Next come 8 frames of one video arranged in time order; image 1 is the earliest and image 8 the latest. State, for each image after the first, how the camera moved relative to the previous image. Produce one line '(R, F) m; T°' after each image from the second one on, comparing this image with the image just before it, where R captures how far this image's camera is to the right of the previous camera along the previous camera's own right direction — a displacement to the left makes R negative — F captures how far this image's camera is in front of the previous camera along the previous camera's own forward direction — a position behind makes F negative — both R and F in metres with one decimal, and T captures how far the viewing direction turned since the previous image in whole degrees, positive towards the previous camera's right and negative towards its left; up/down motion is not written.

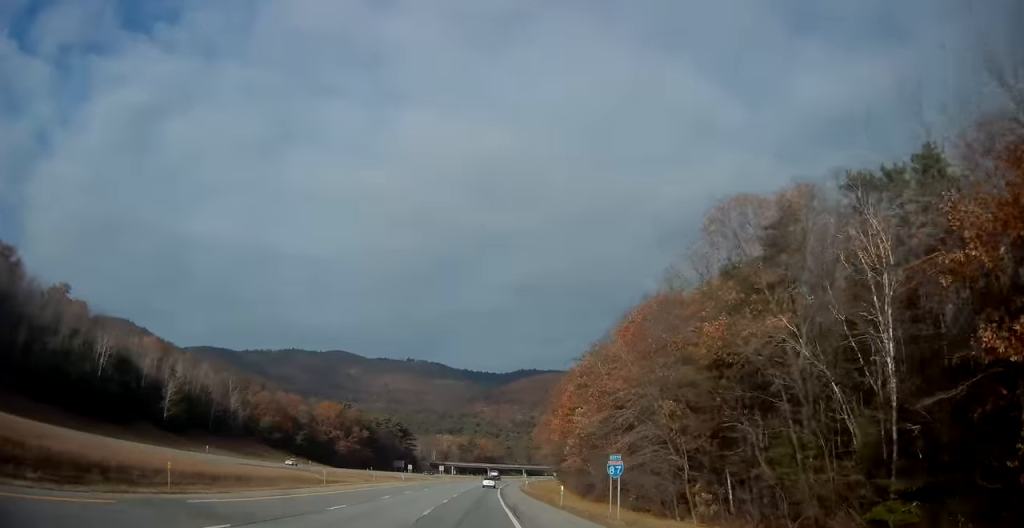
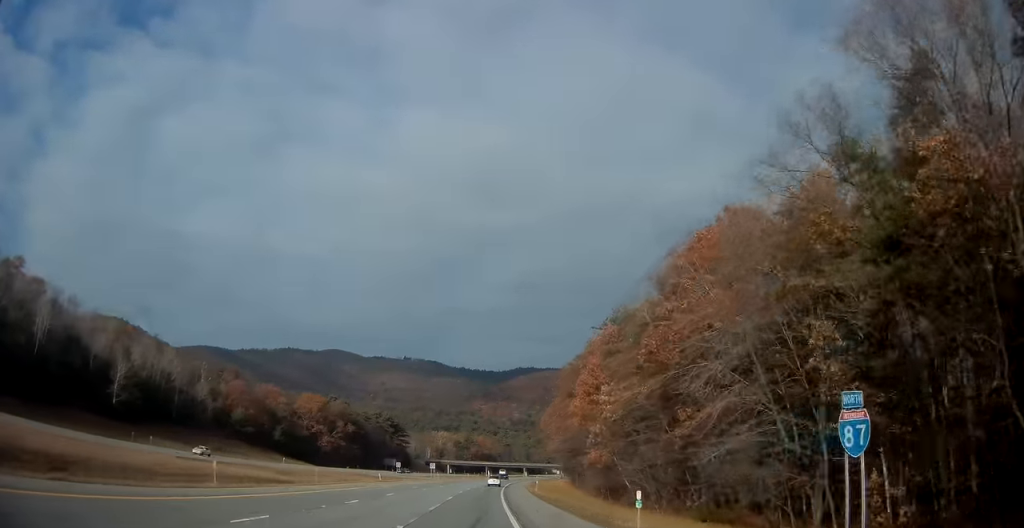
(+0.1, +21.4) m; 0°
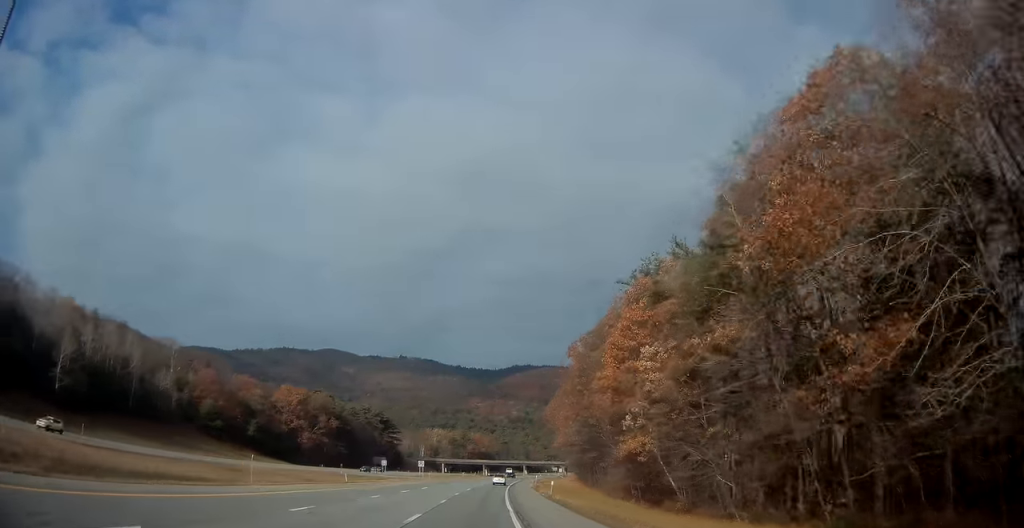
(+0.1, +19.4) m; 0°
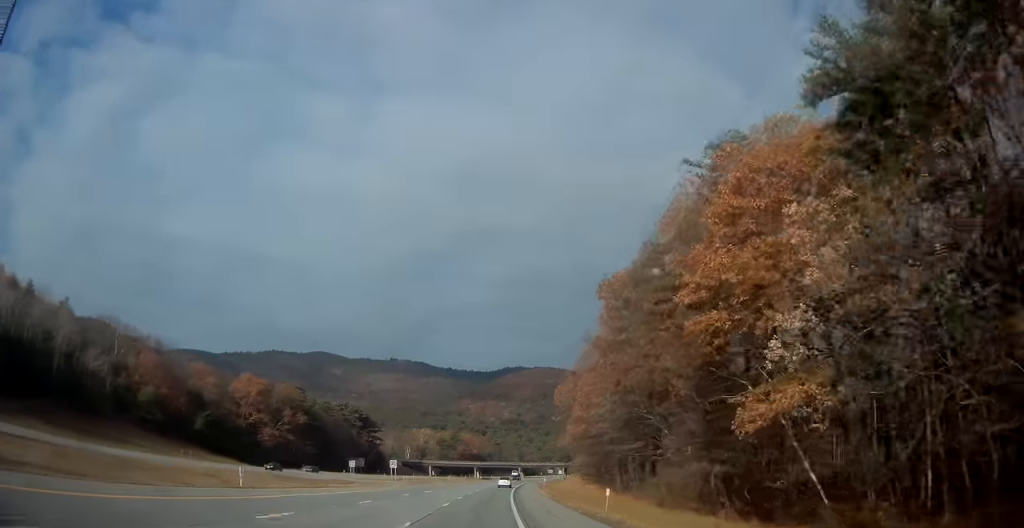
(-0.1, +27.4) m; 0°
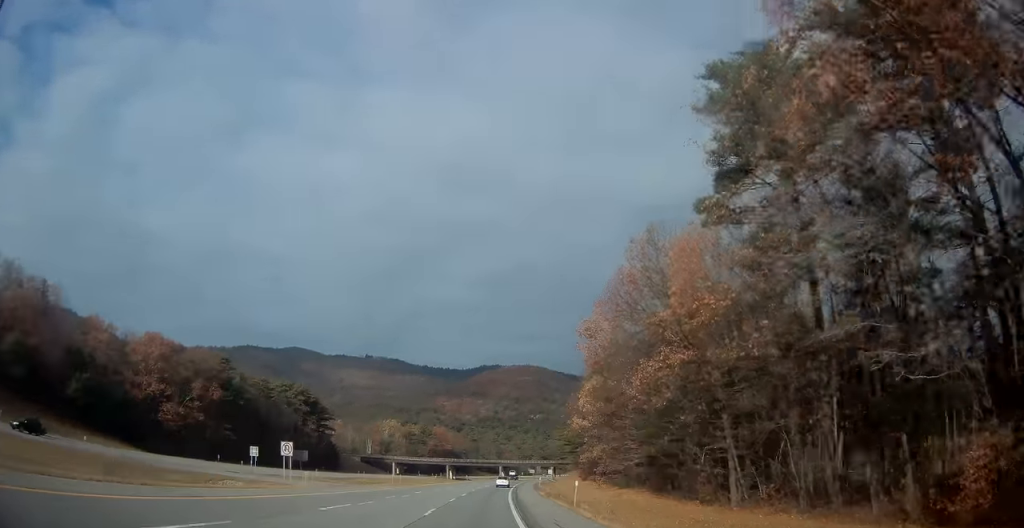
(+0.7, +42.3) m; +2°
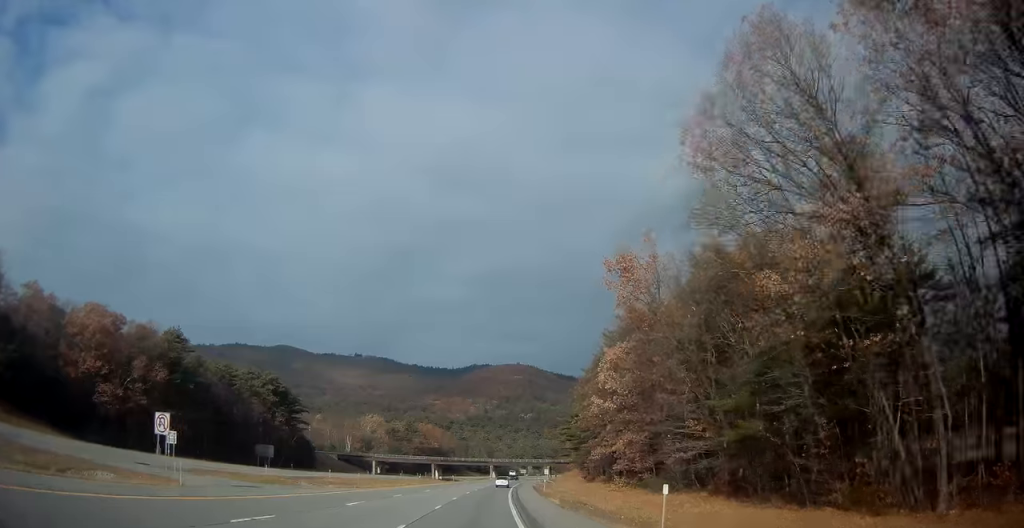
(+0.2, +20.2) m; +1°
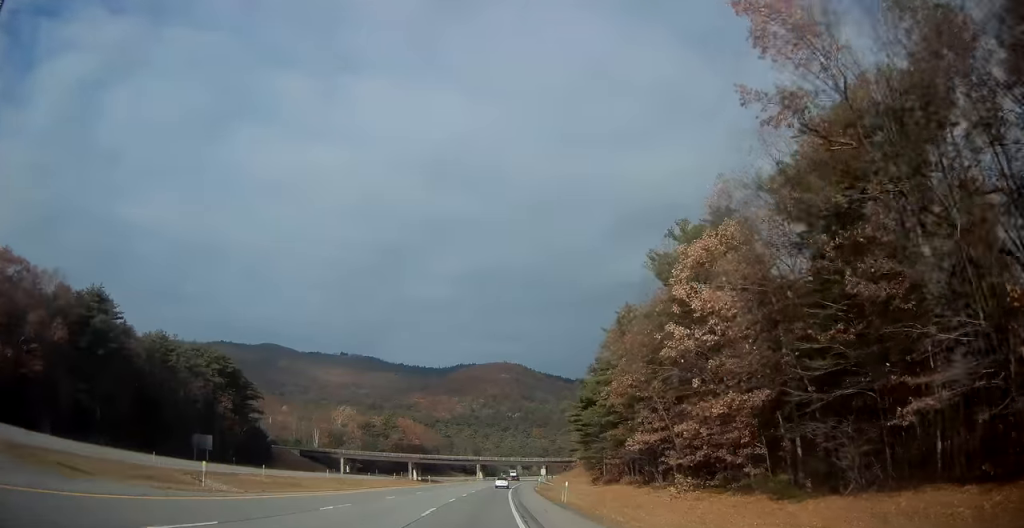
(+0.2, +28.2) m; +1°
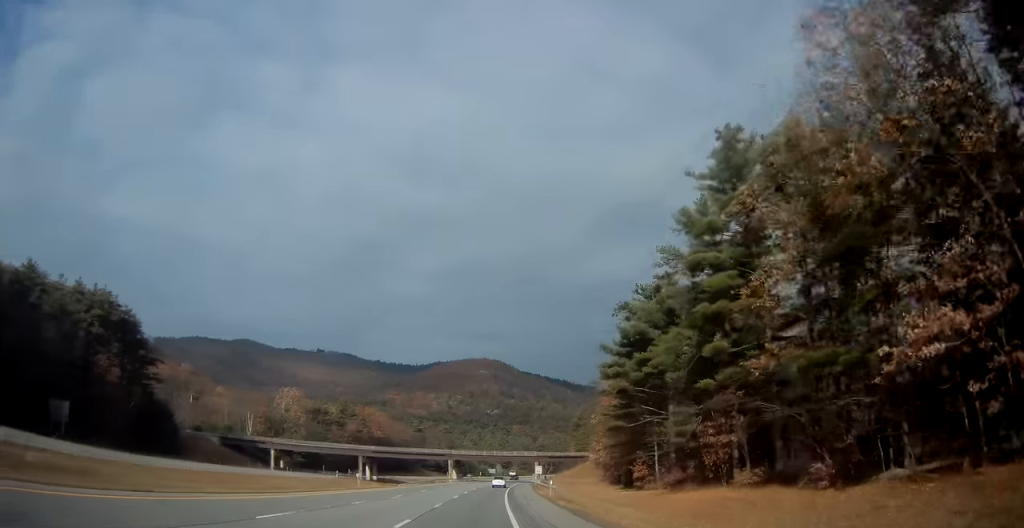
(+0.9, +42.3) m; +3°
